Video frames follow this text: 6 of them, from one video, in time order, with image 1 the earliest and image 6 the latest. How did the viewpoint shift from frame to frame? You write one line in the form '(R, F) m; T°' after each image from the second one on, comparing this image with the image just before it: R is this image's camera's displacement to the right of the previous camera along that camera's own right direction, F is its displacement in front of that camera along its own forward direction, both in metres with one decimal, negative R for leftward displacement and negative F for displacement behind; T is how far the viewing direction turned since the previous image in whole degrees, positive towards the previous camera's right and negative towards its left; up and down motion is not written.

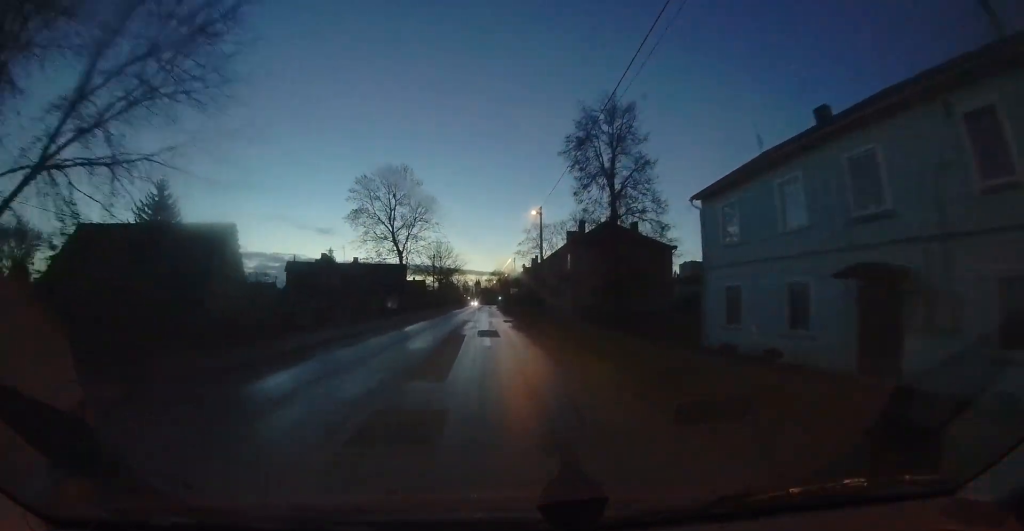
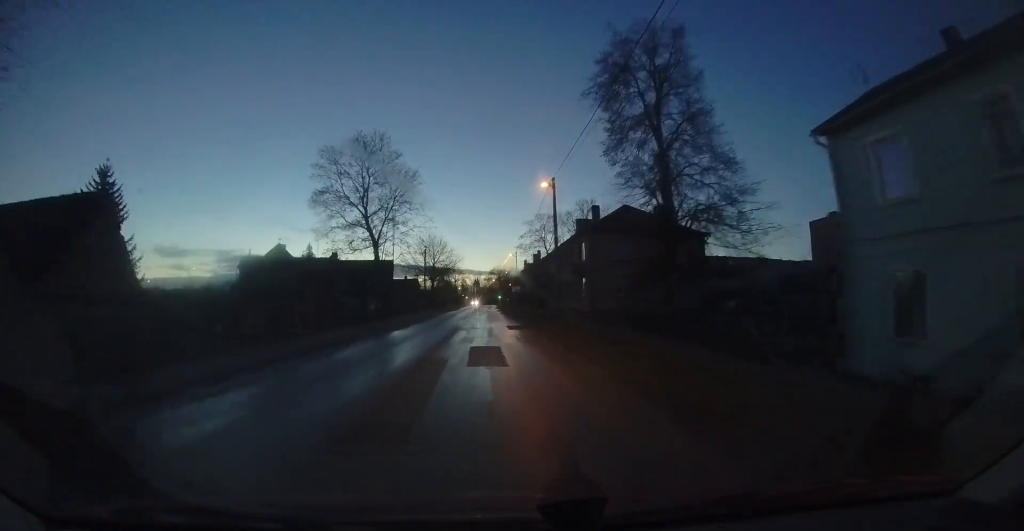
(-0.1, +6.3) m; +1°
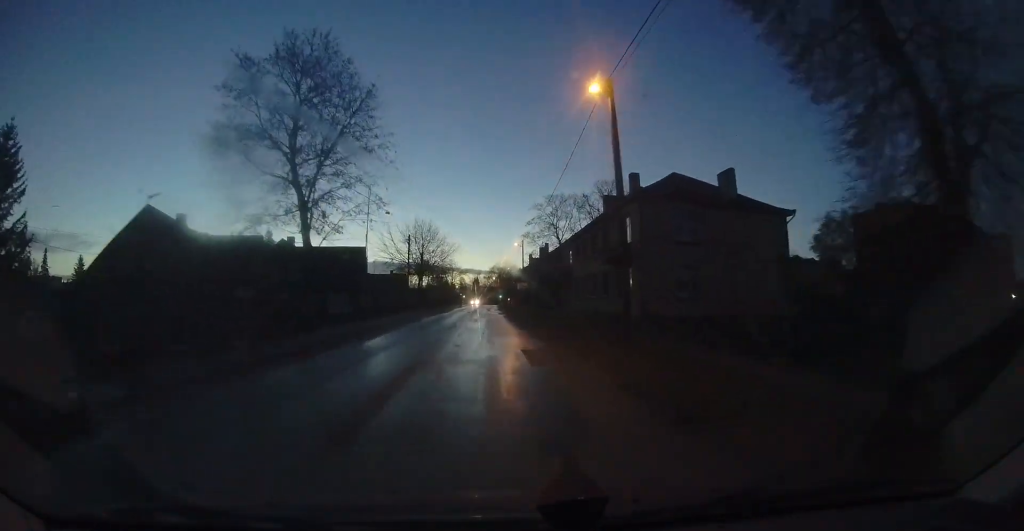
(+0.4, +9.8) m; +1°
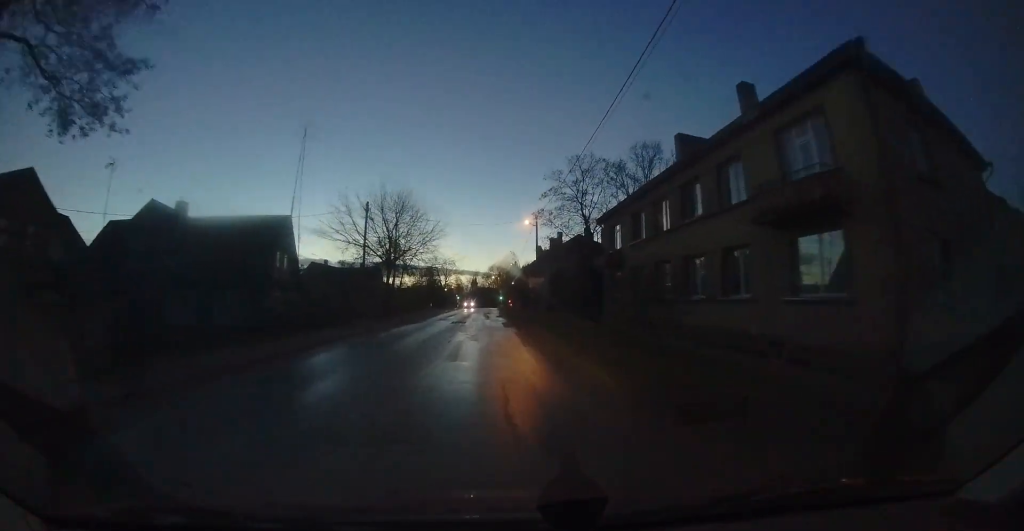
(+0.1, +13.3) m; 0°
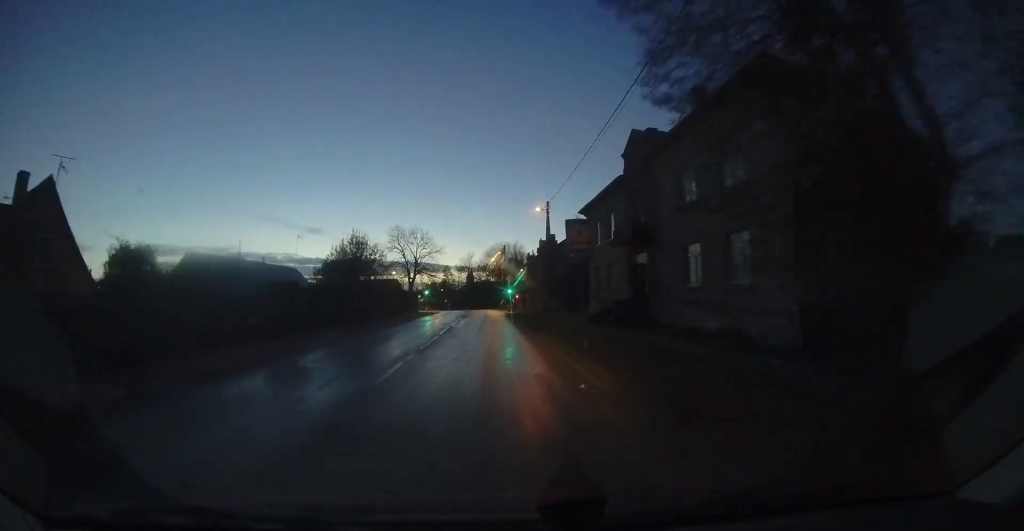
(-1.3, +38.1) m; +1°
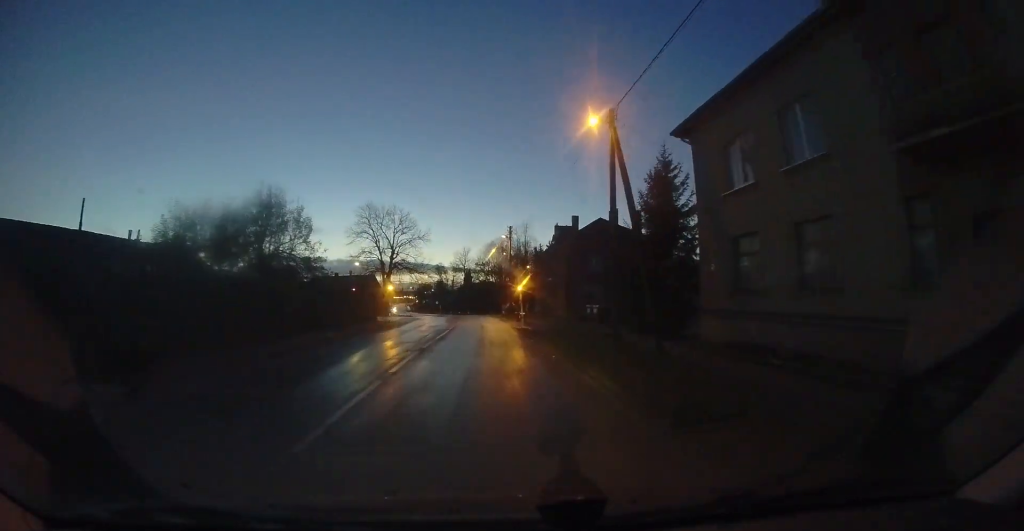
(+1.0, +16.1) m; +1°
